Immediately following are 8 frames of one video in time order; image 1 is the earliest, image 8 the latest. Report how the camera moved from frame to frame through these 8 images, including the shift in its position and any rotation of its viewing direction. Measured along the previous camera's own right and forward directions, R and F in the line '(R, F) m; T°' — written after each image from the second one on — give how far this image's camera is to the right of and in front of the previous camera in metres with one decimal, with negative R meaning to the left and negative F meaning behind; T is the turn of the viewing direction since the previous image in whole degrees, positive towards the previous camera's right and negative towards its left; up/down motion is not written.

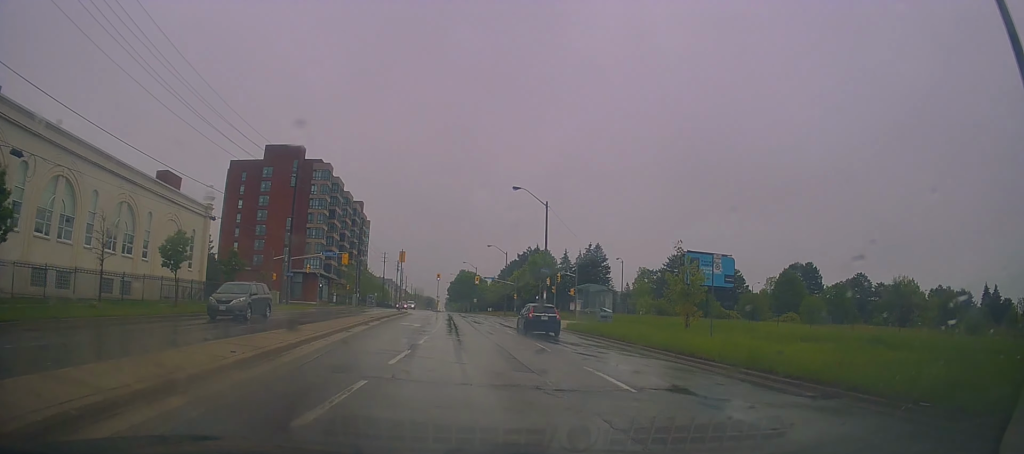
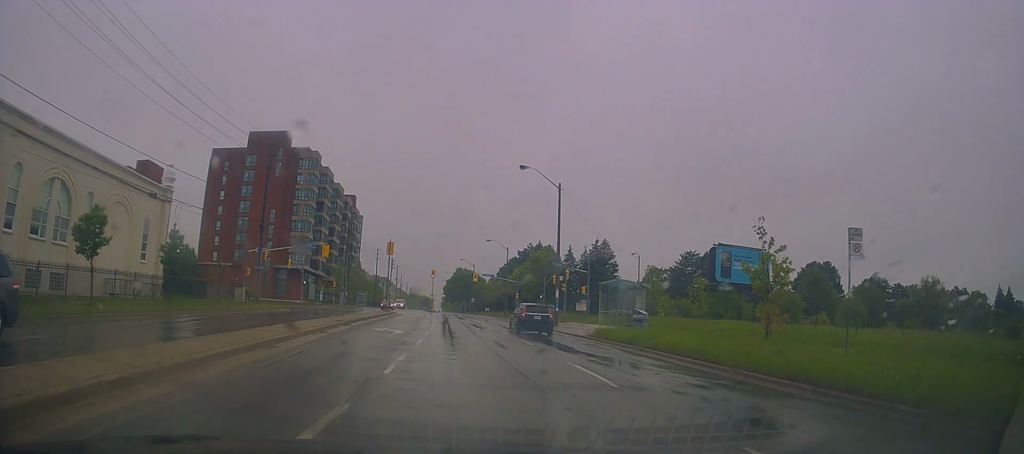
(-0.1, +7.6) m; -1°
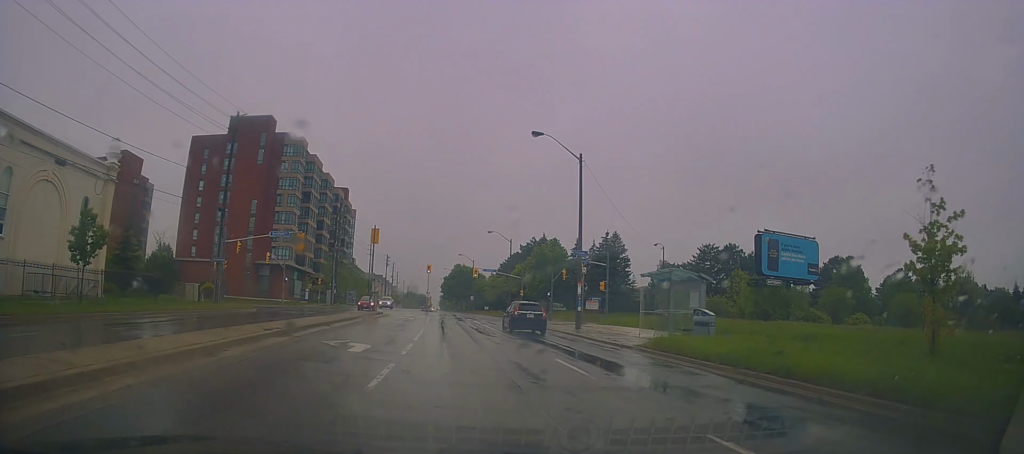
(-0.1, +8.2) m; +2°
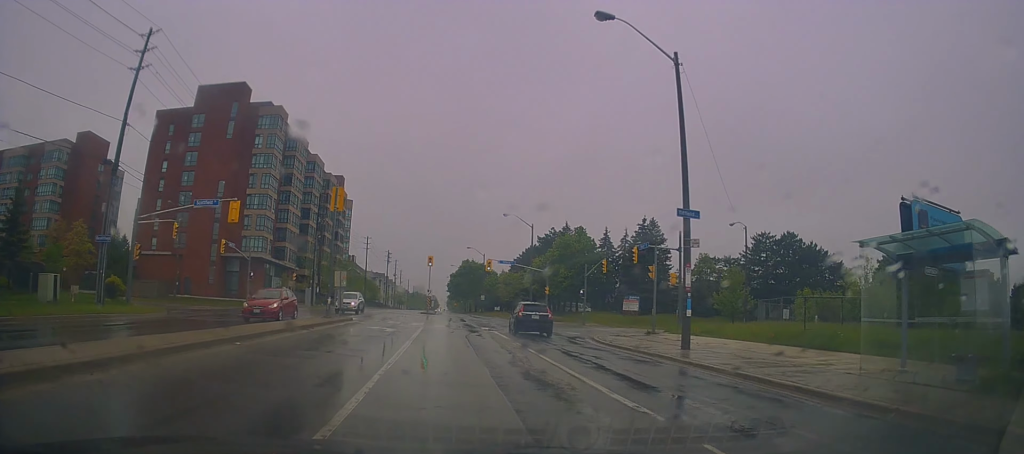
(+0.6, +14.8) m; +1°
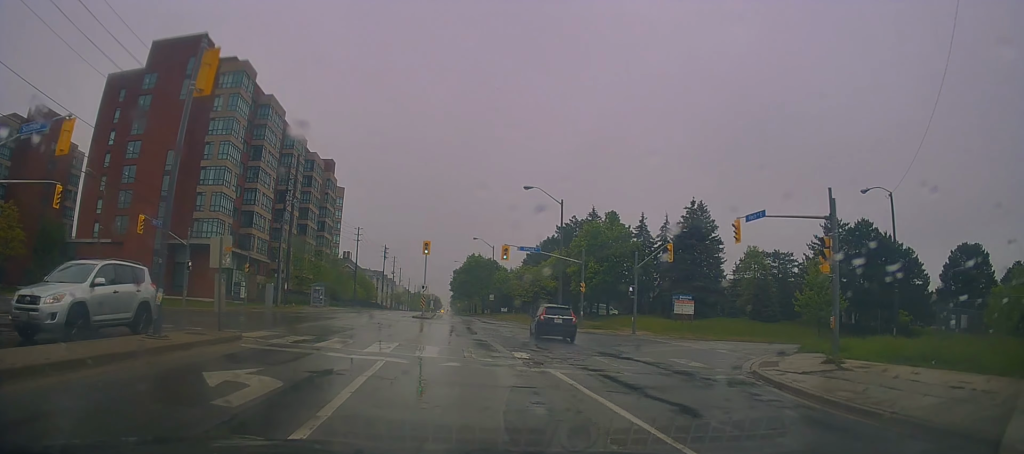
(-0.7, +15.5) m; -3°
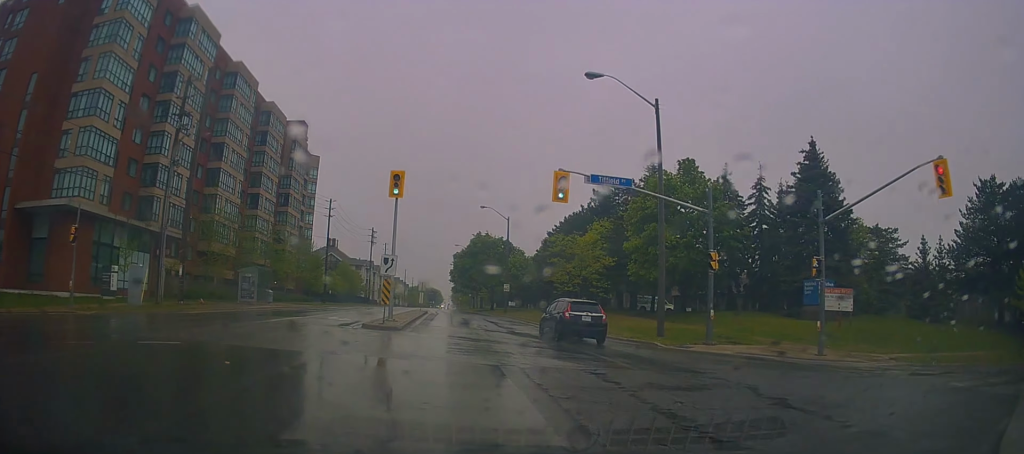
(-0.2, +22.8) m; 0°
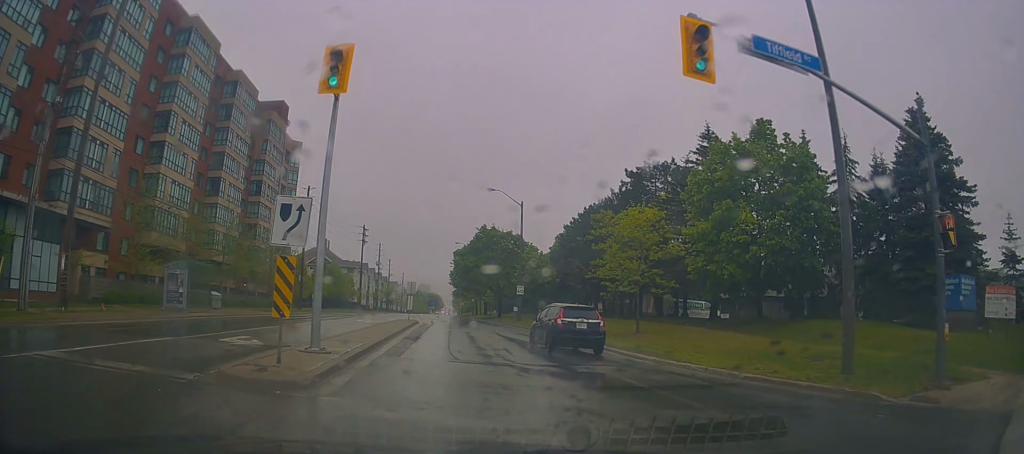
(+0.1, +12.4) m; 0°
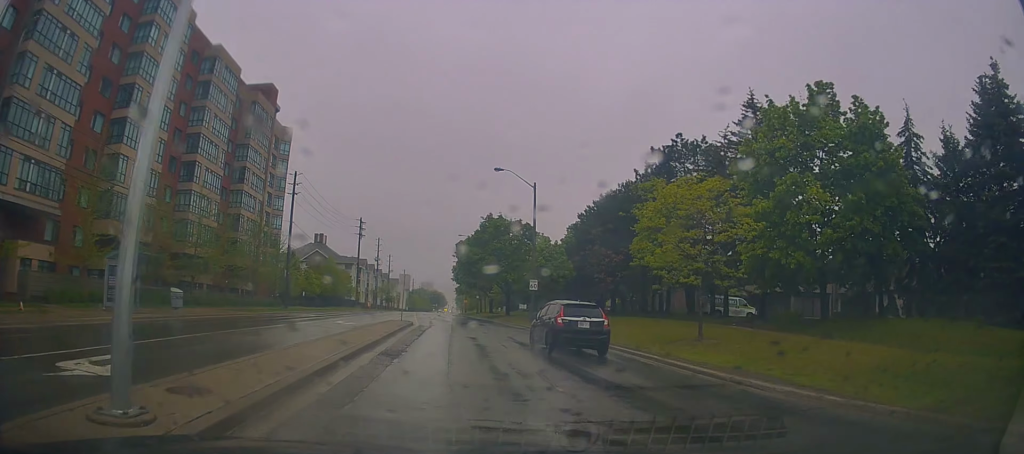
(-0.1, +6.4) m; 0°
